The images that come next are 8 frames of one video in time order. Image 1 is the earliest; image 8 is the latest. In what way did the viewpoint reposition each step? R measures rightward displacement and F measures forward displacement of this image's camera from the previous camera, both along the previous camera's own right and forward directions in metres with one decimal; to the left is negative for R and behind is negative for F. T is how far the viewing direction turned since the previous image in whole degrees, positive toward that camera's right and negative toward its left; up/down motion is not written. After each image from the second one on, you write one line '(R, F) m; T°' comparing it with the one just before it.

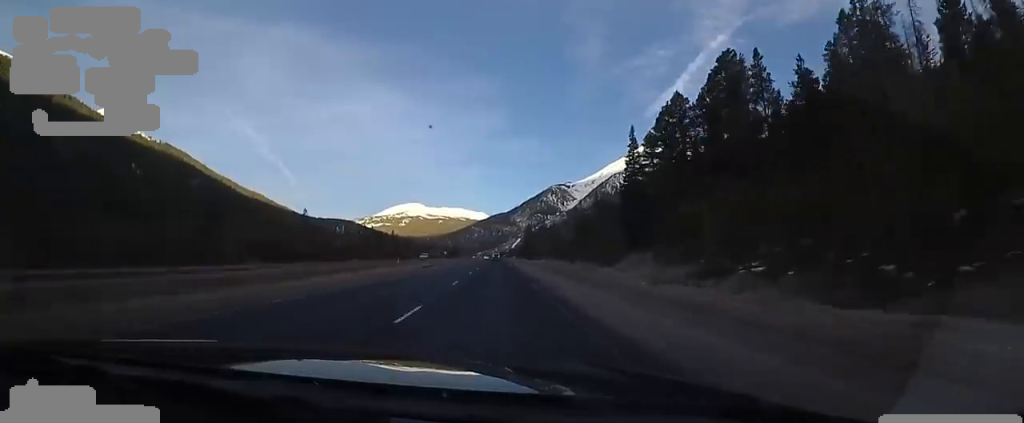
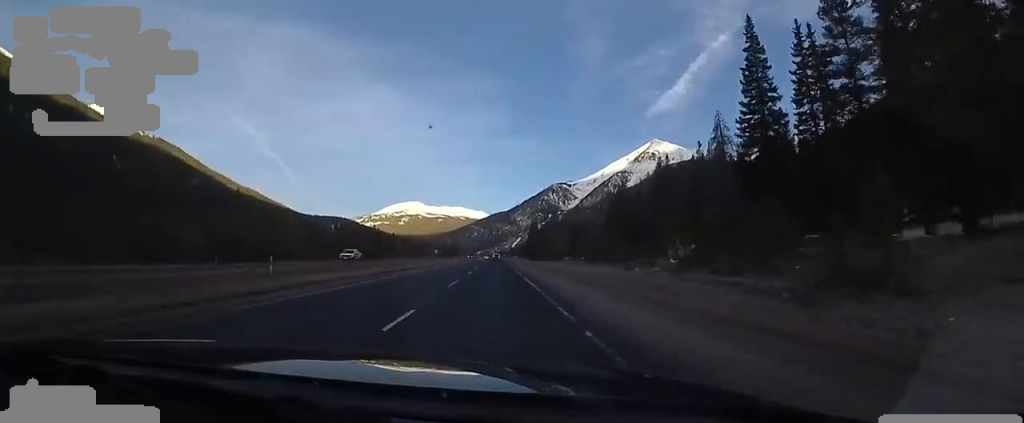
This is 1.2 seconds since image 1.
(+0.8, +37.0) m; -1°
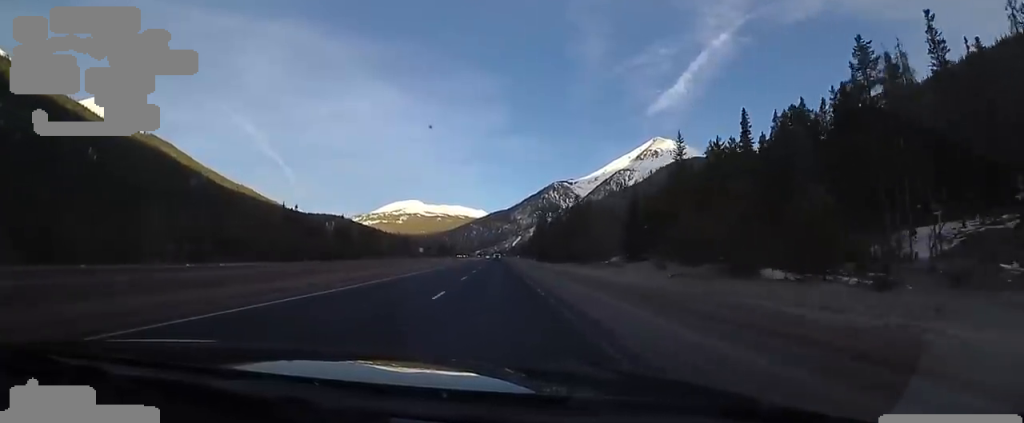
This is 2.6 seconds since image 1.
(-1.4, +42.2) m; 0°
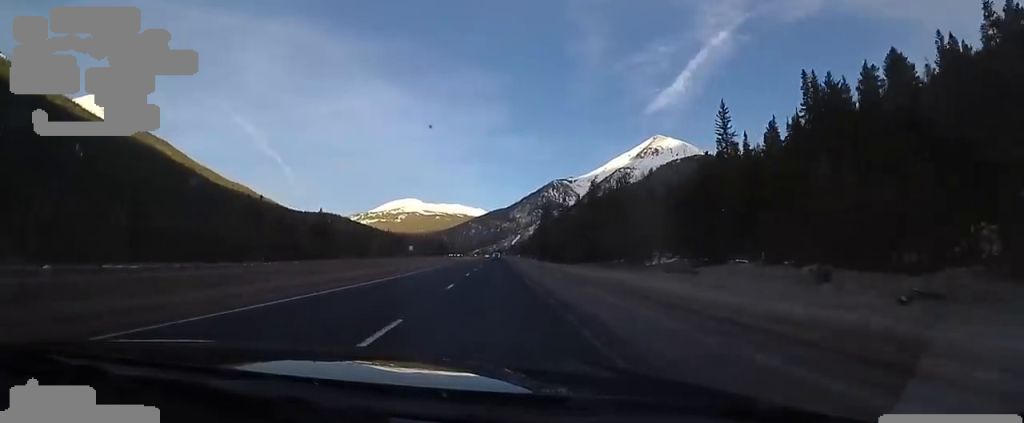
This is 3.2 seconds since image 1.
(+0.8, +19.6) m; +2°
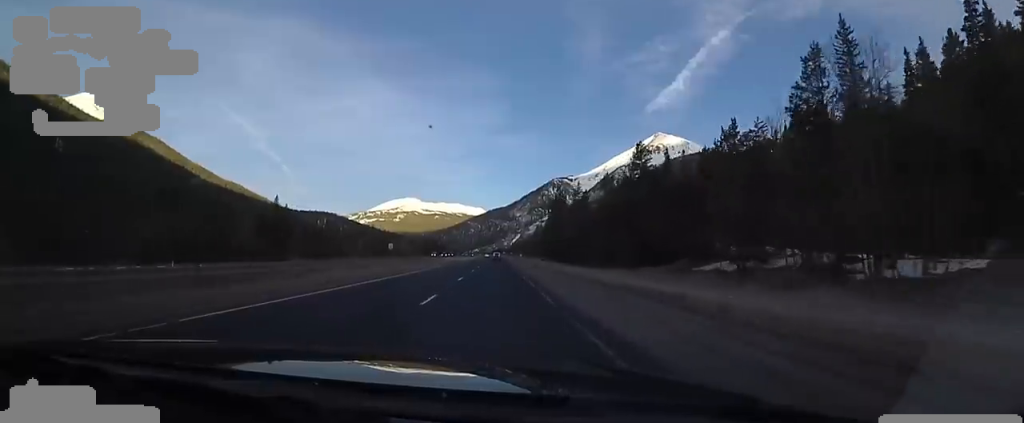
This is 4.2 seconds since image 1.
(+0.3, +30.1) m; -1°
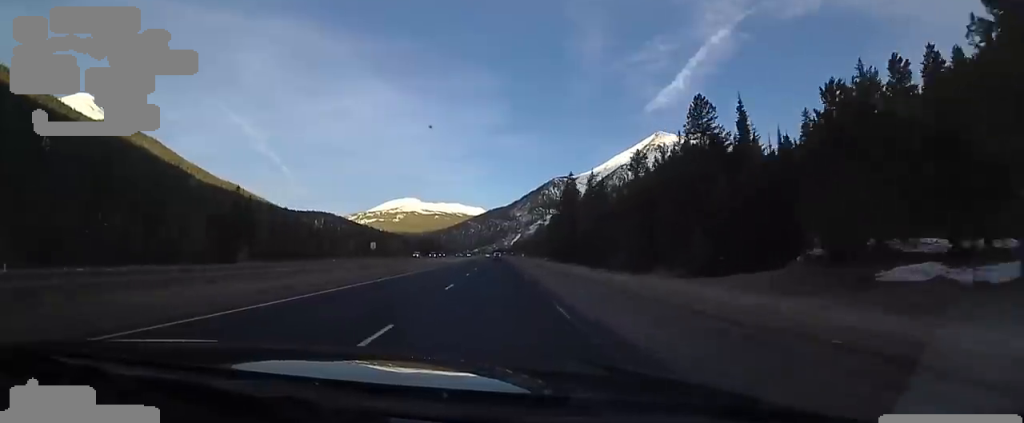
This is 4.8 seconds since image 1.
(-0.4, +18.8) m; -1°
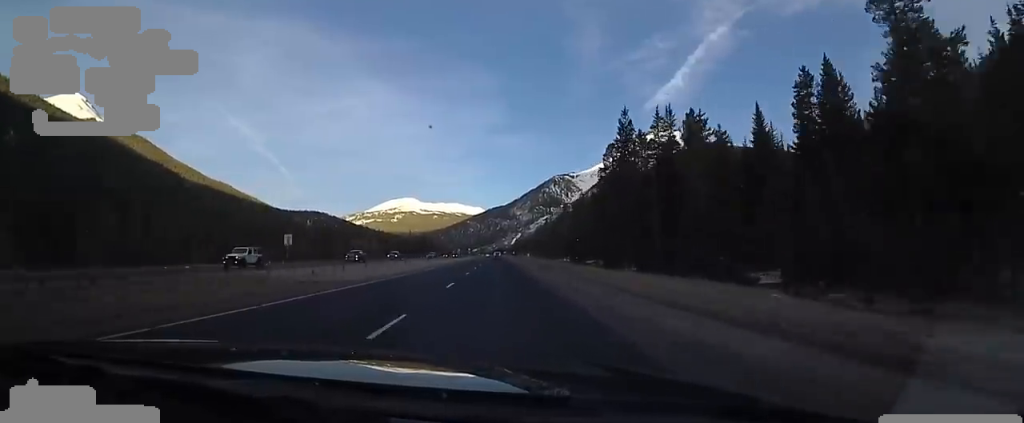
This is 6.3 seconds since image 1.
(+0.3, +47.3) m; 0°
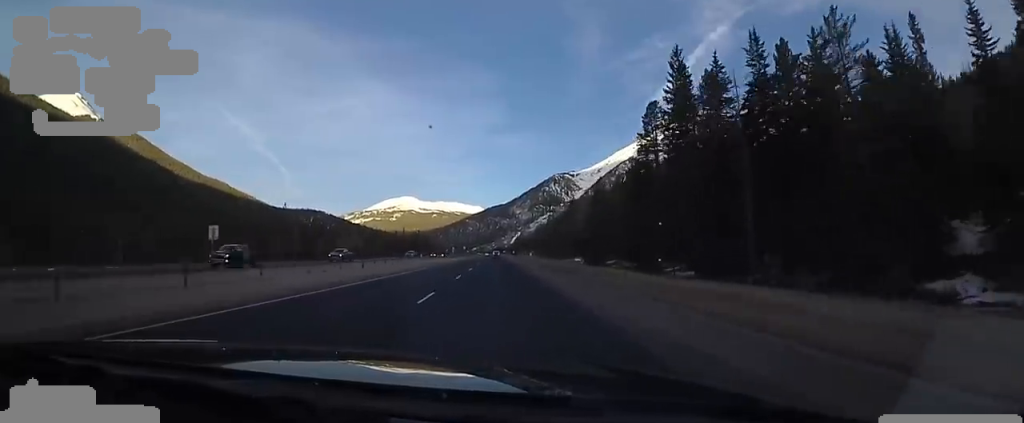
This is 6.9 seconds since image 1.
(-0.5, +18.9) m; 0°
